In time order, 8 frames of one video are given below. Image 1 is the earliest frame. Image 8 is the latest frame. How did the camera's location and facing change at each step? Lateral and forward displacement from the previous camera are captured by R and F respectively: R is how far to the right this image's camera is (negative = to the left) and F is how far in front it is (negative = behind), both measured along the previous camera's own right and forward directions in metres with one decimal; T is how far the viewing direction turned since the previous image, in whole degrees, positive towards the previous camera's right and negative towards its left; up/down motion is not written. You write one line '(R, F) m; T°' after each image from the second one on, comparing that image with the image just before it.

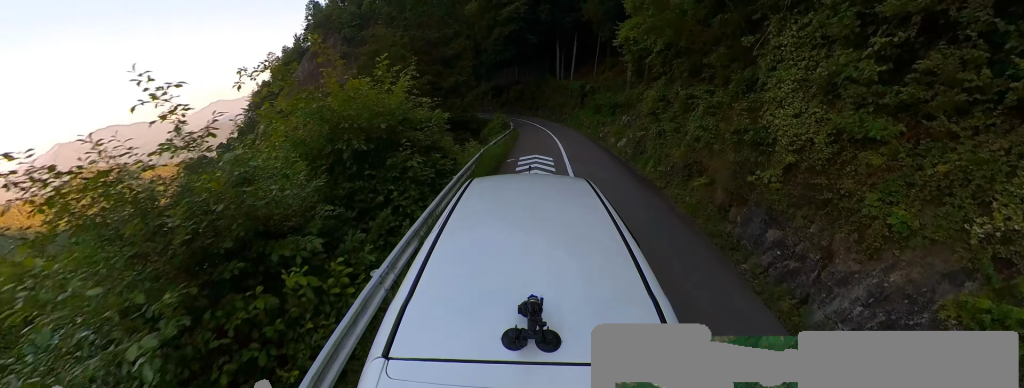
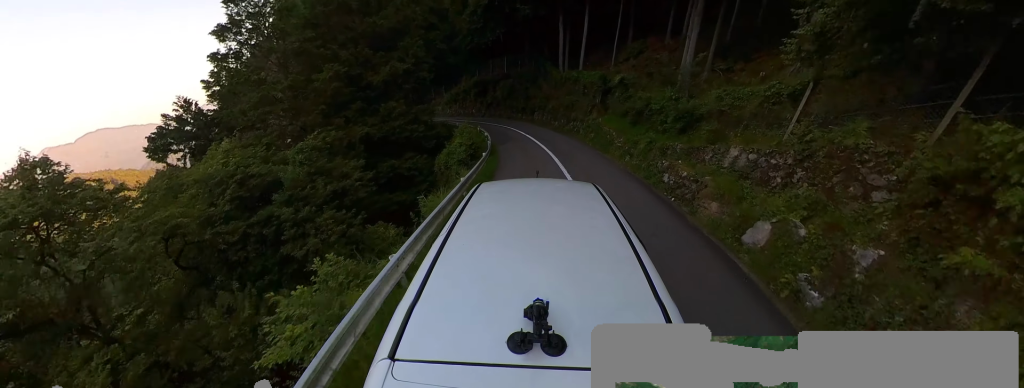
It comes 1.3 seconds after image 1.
(-0.2, +11.0) m; -2°
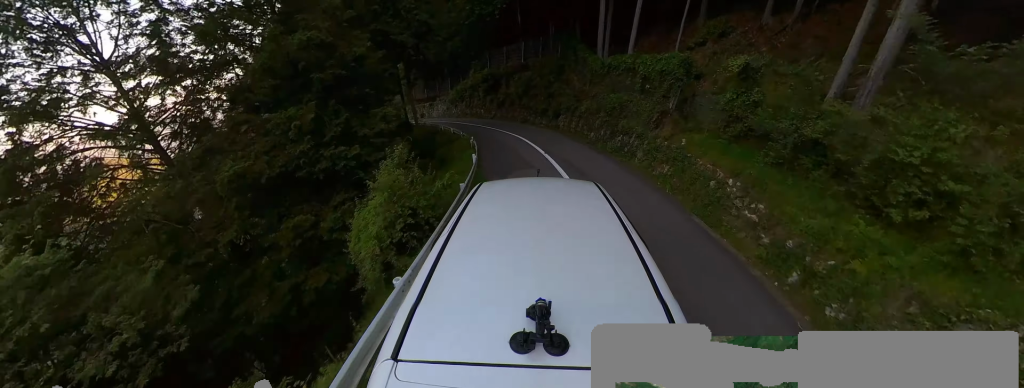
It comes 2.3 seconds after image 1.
(0.0, +8.0) m; -4°
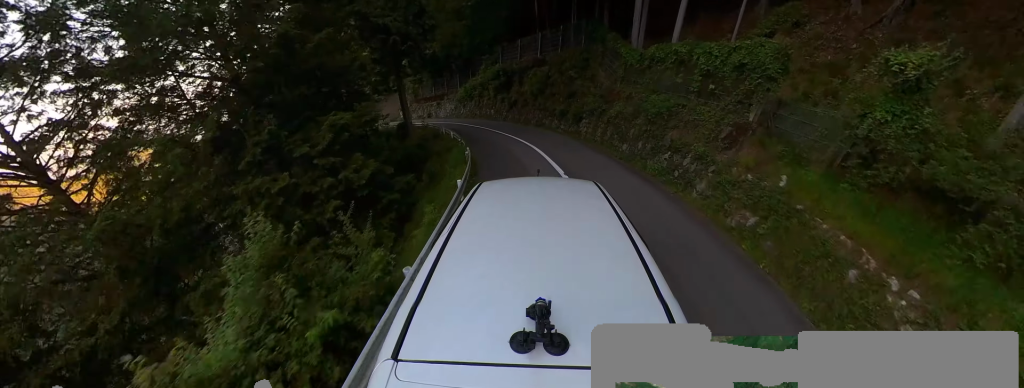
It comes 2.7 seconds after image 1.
(-0.1, +3.6) m; -5°
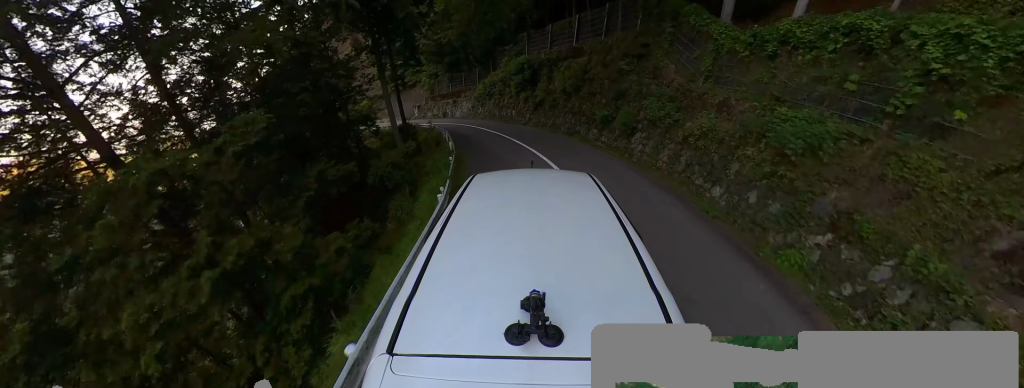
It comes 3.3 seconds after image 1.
(+0.1, +5.2) m; -11°
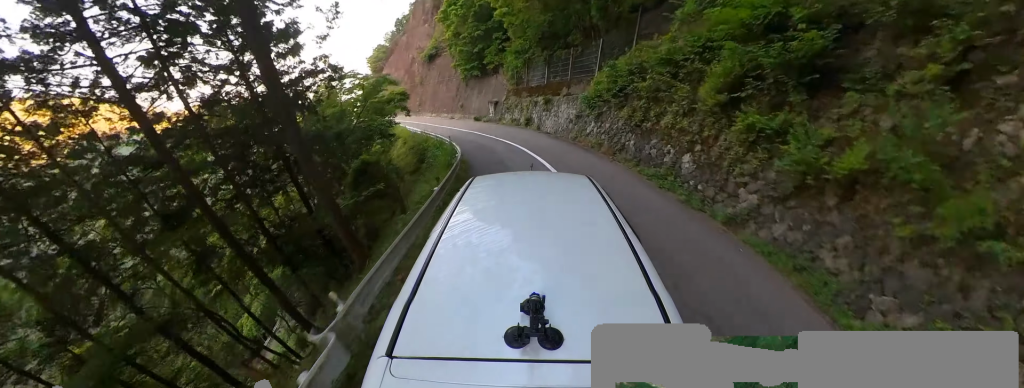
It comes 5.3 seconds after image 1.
(-3.7, +17.3) m; -13°
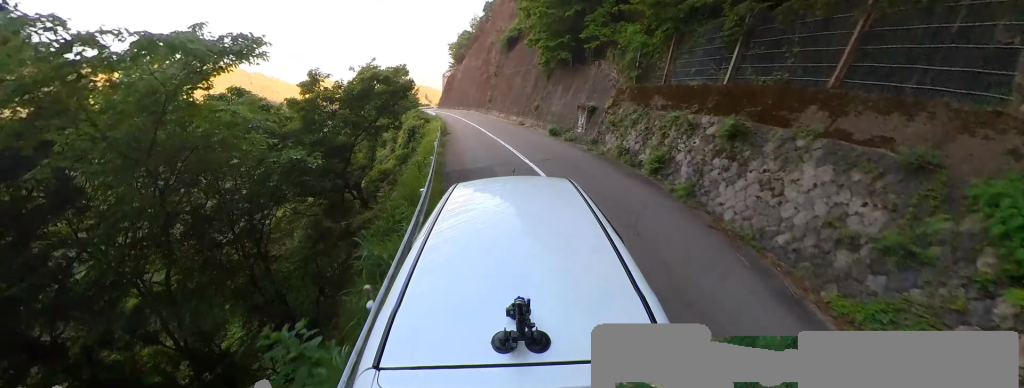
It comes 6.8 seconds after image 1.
(-1.8, +12.6) m; -25°
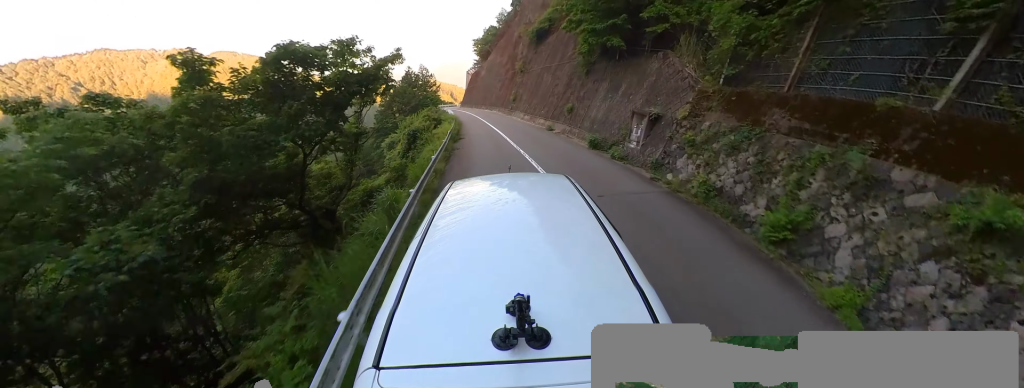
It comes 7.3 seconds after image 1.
(-0.9, +4.2) m; -10°
